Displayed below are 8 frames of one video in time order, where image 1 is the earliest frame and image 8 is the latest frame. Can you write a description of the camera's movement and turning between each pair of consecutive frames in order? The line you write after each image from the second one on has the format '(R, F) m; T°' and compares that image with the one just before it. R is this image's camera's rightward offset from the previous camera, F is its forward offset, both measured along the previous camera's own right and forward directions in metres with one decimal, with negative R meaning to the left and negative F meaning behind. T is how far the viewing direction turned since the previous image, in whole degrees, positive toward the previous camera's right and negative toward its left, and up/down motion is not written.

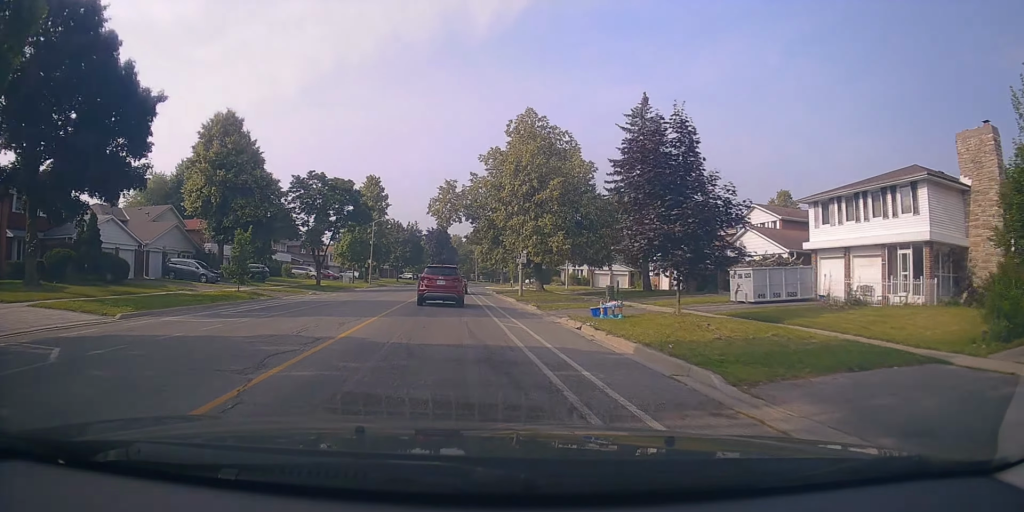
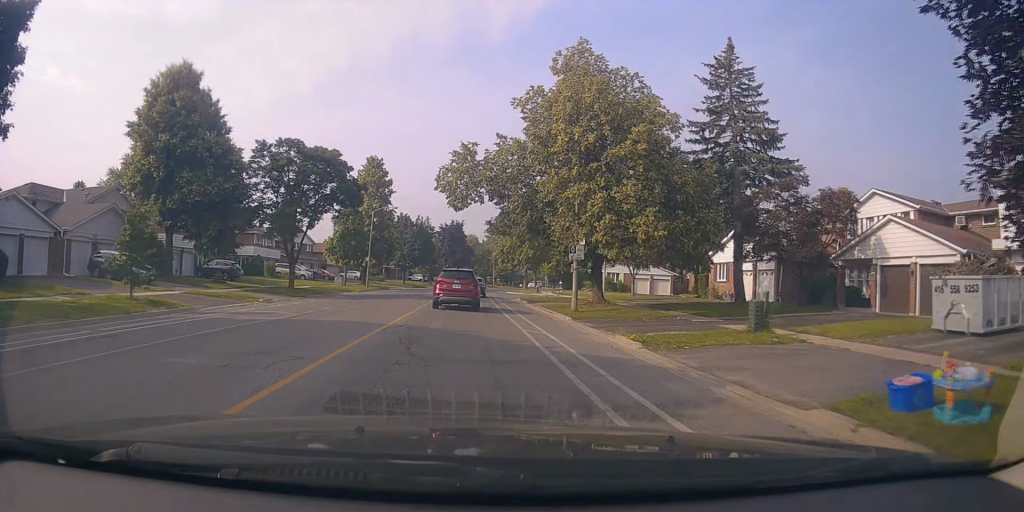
(-0.2, +12.3) m; -2°
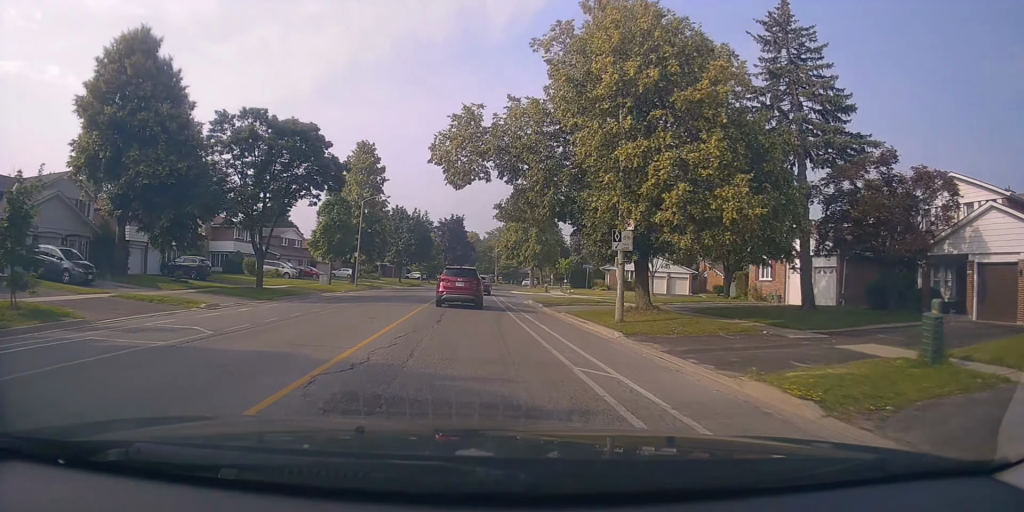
(-0.1, +6.5) m; -1°
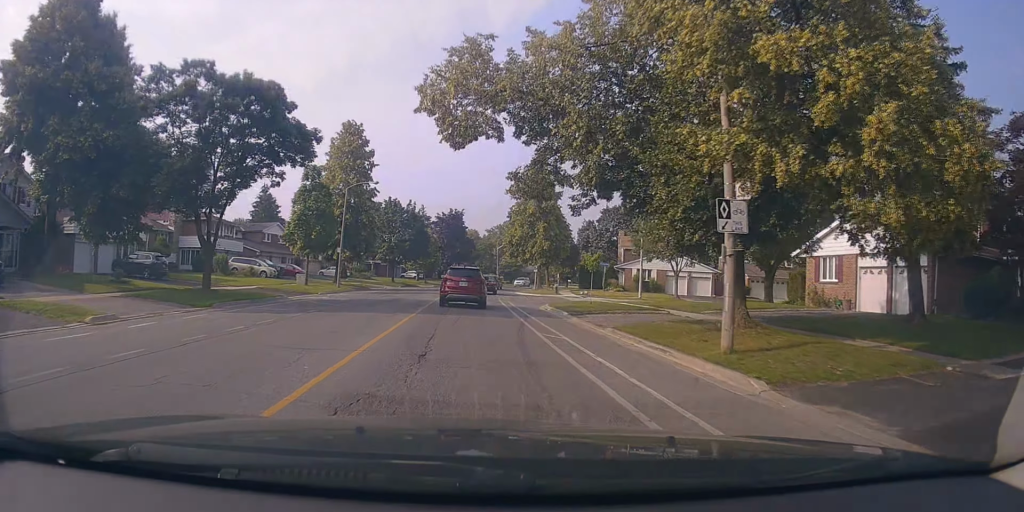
(0.0, +7.3) m; 0°
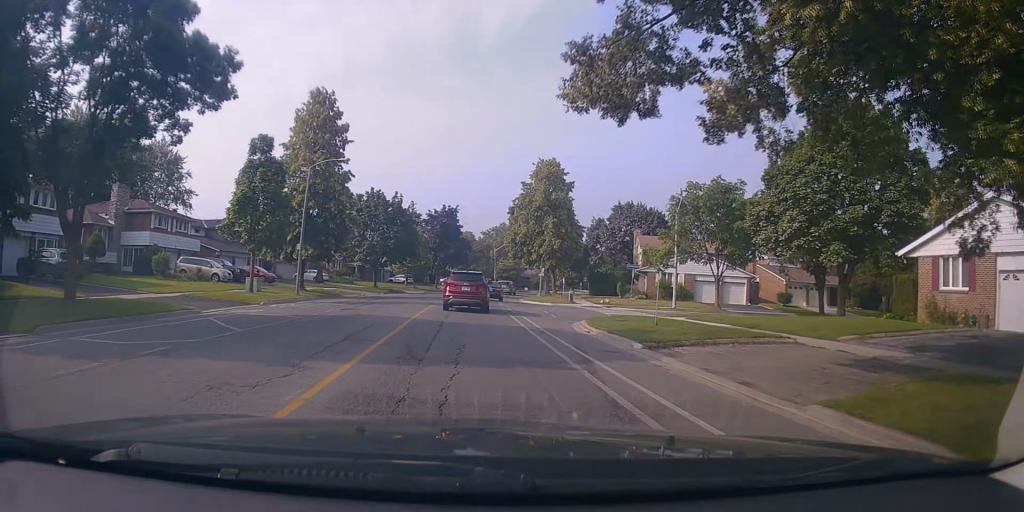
(0.0, +10.0) m; +2°
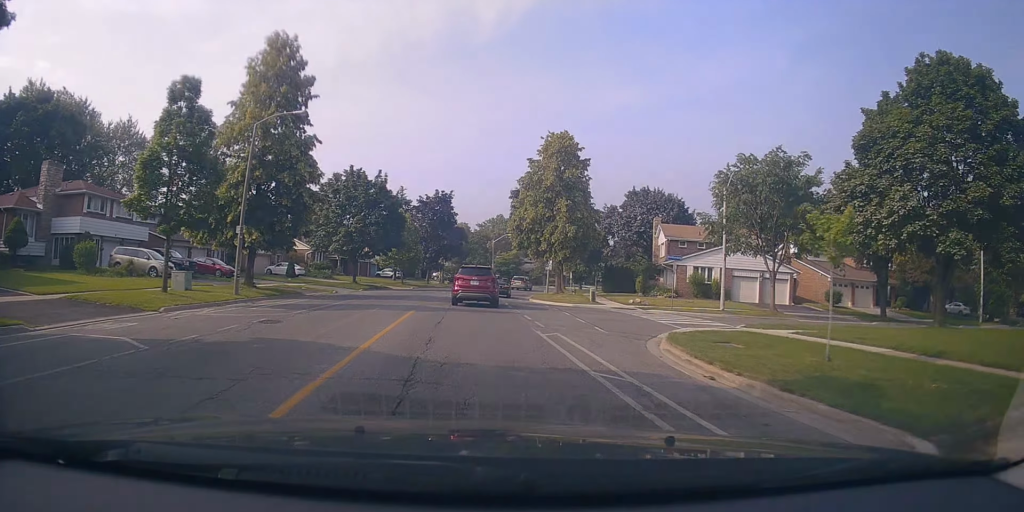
(+0.1, +9.0) m; +2°
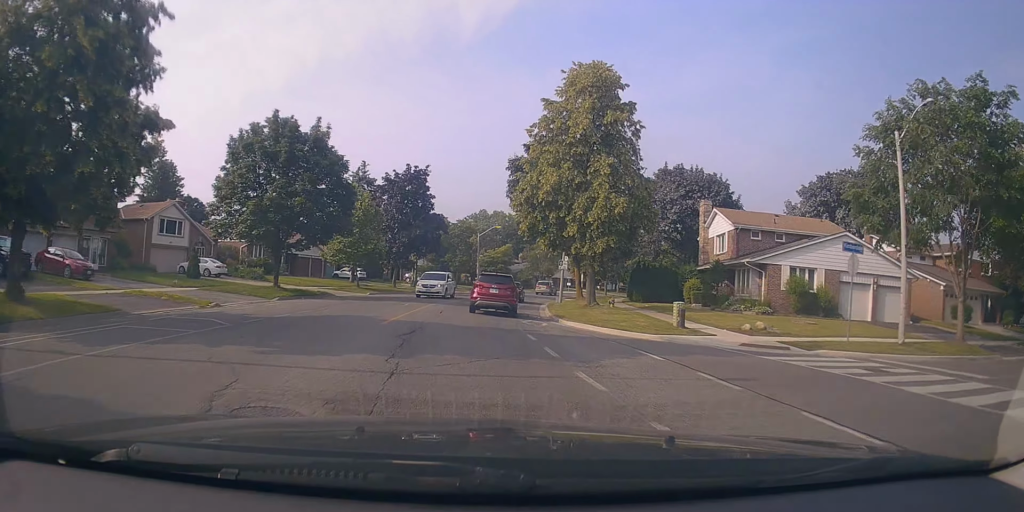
(+0.4, +17.0) m; +1°
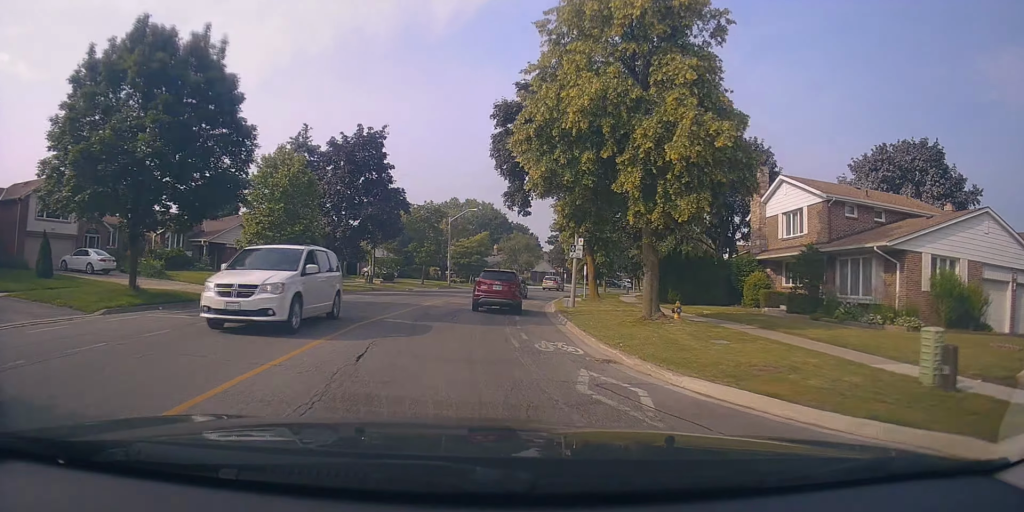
(+0.1, +13.0) m; +1°
